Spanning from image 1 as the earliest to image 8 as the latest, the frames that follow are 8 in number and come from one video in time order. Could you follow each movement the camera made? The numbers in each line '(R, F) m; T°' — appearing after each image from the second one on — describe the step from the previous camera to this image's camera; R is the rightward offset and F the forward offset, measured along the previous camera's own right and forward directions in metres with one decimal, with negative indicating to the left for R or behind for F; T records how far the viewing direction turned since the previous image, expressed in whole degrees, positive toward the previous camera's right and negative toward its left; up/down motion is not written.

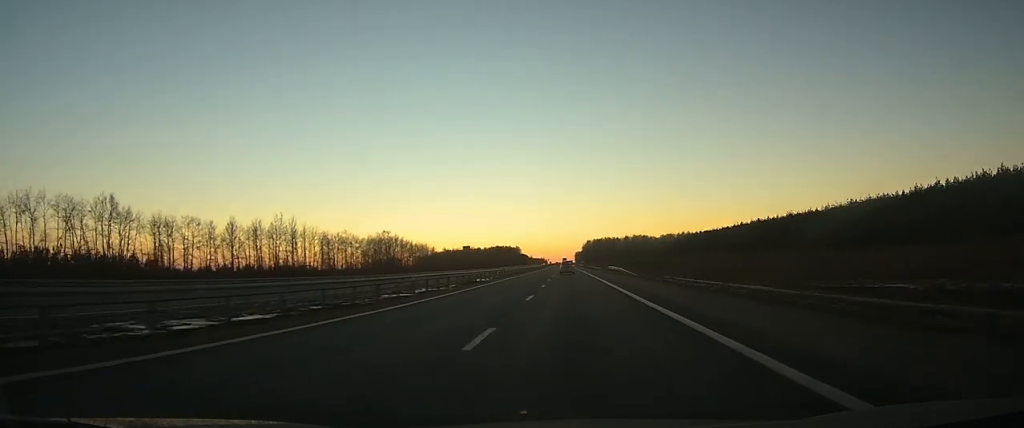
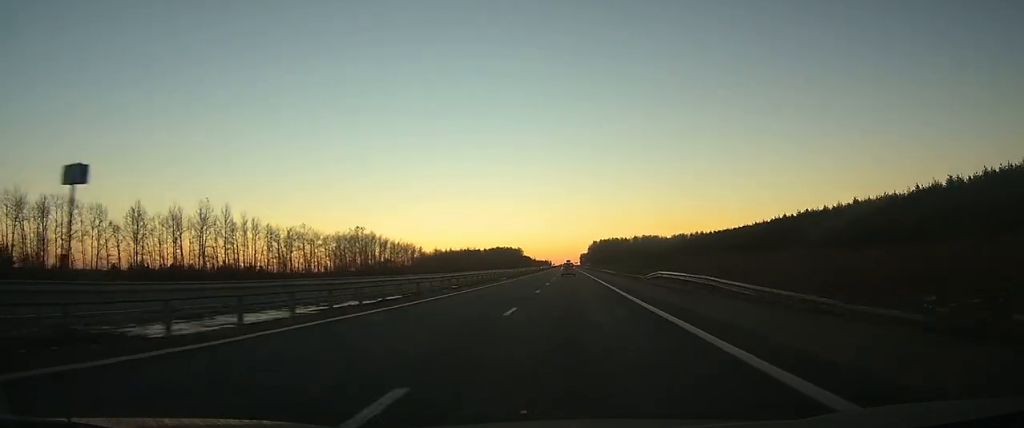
(-0.1, +41.5) m; 0°
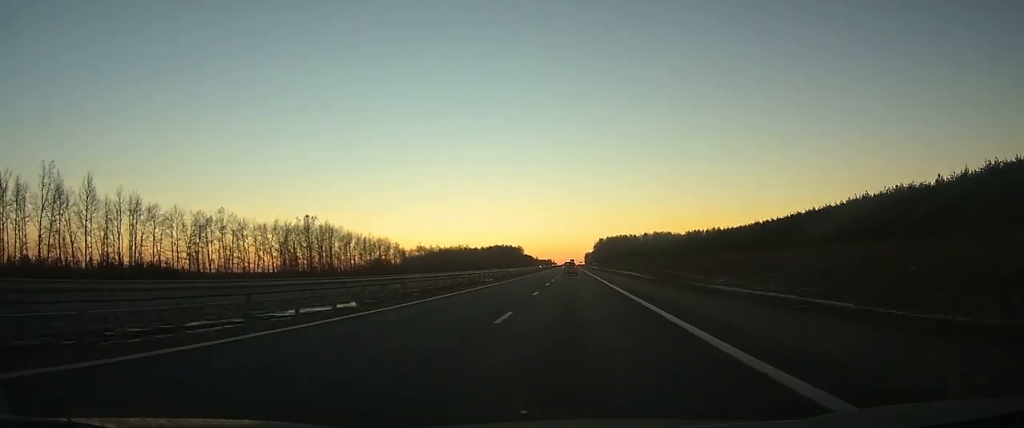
(-0.1, +48.1) m; 0°
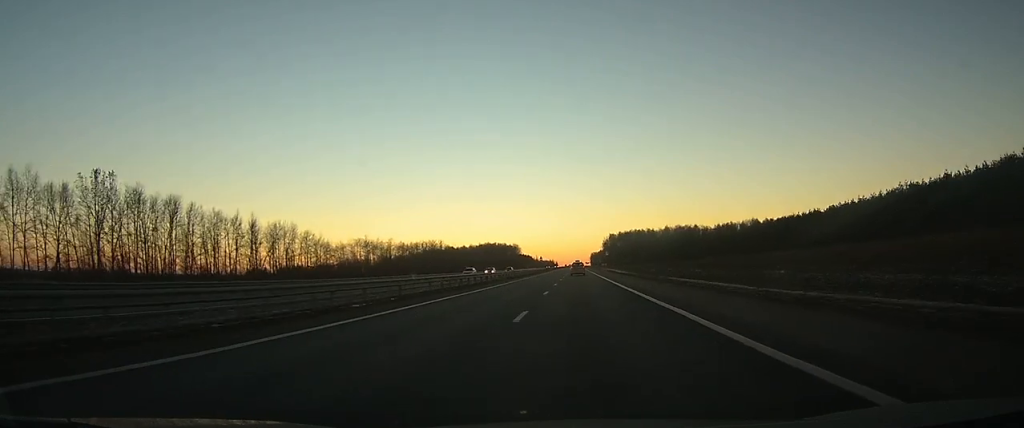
(-0.2, +86.0) m; 0°
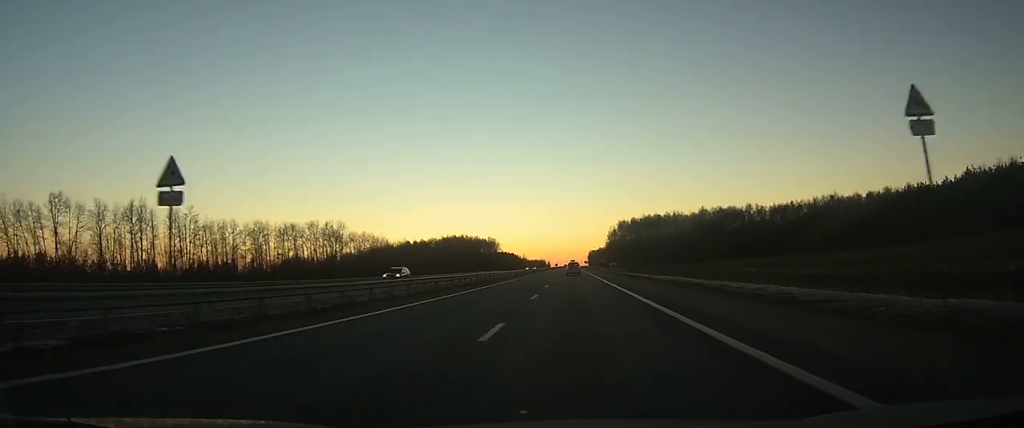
(-0.1, +140.5) m; 0°
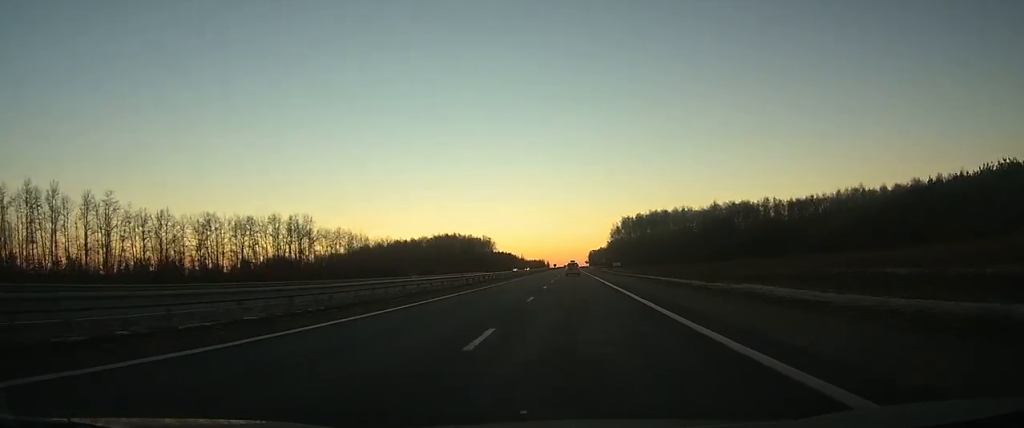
(0.0, +27.1) m; 0°
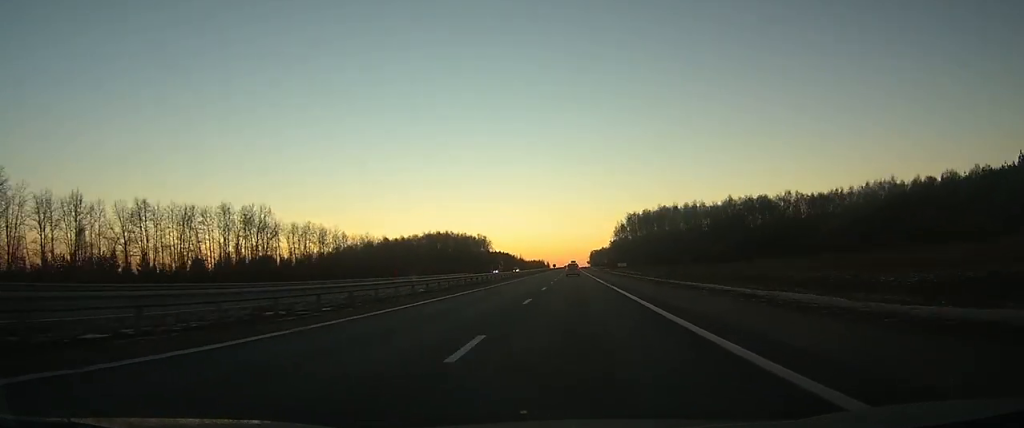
(0.0, +26.6) m; 0°
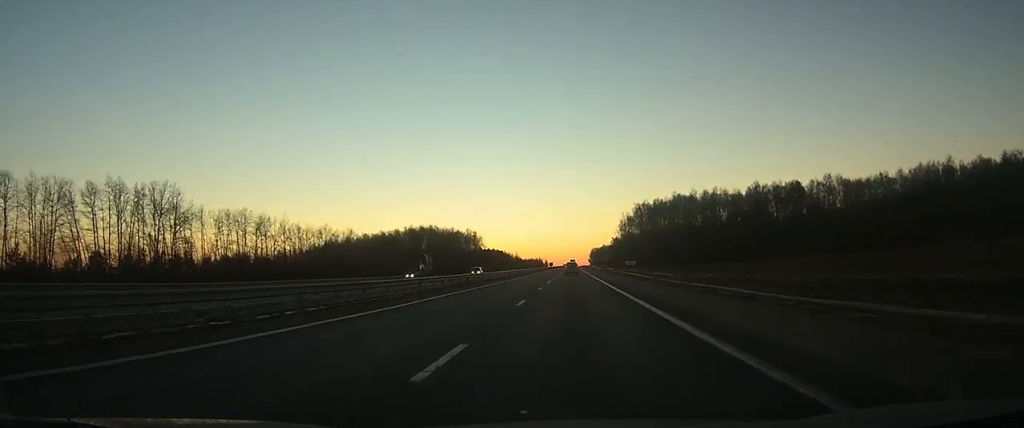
(0.0, +37.5) m; 0°
